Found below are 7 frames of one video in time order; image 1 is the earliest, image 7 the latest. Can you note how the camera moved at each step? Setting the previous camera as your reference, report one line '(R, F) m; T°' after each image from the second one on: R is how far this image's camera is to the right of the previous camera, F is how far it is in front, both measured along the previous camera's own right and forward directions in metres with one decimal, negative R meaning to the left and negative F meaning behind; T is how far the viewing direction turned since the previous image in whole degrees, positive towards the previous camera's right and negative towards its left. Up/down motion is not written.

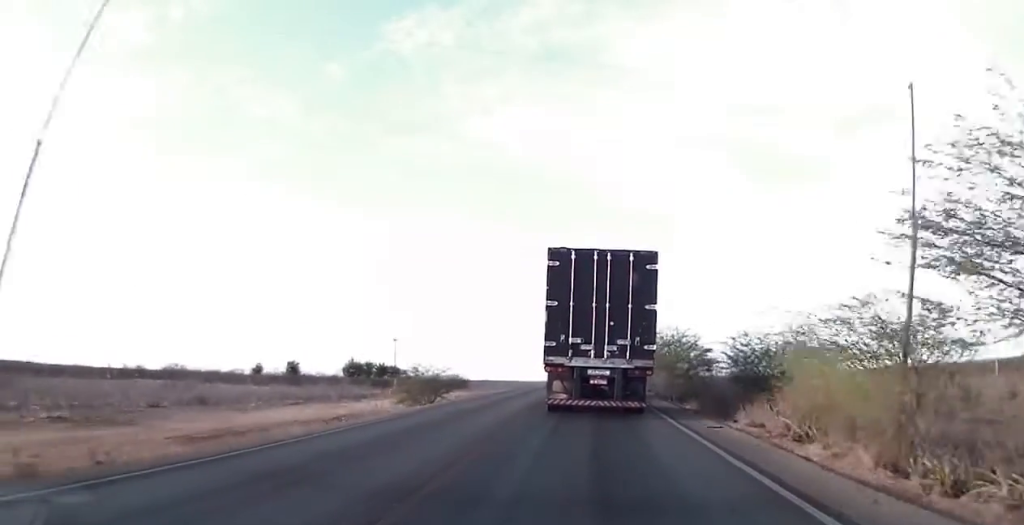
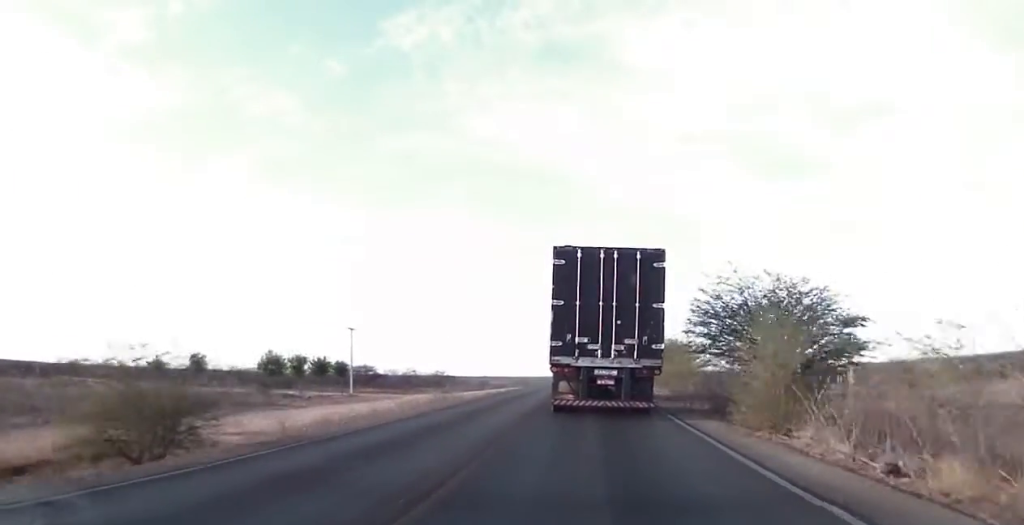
(-0.3, +24.8) m; -1°
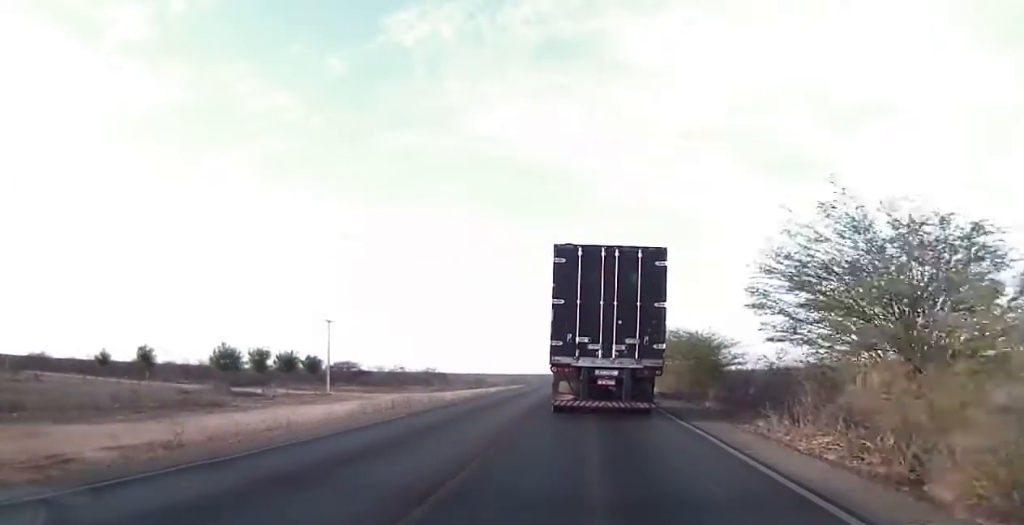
(0.0, +9.0) m; 0°
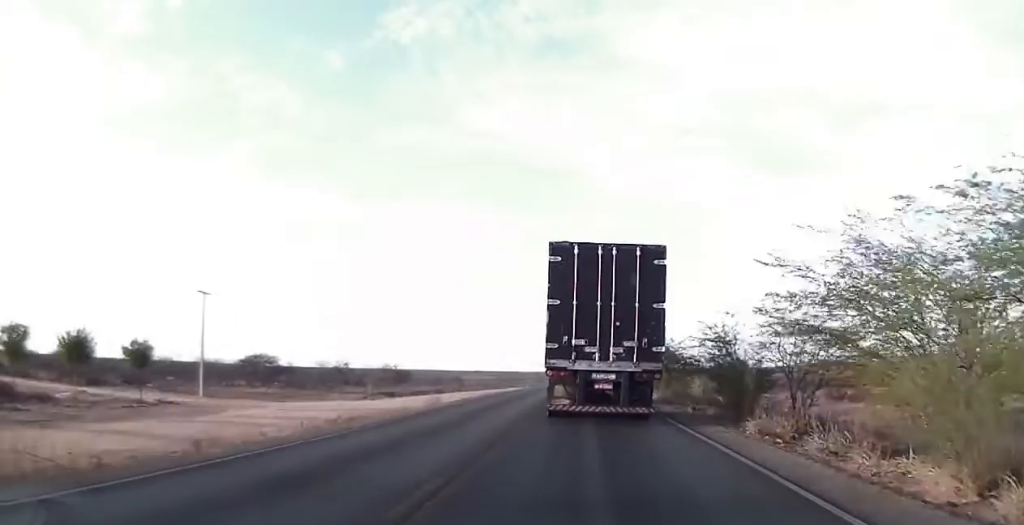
(-0.3, +30.7) m; -1°
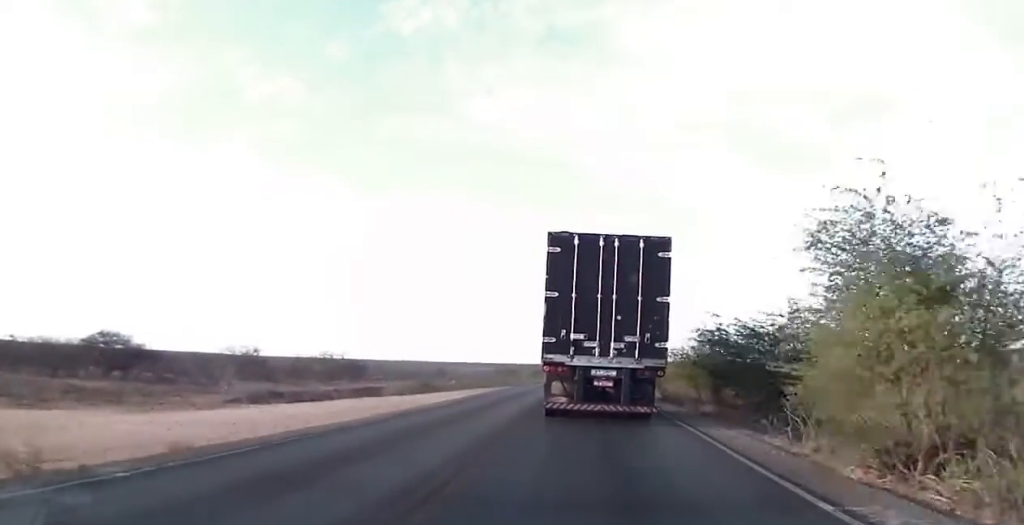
(+0.2, +30.0) m; +2°
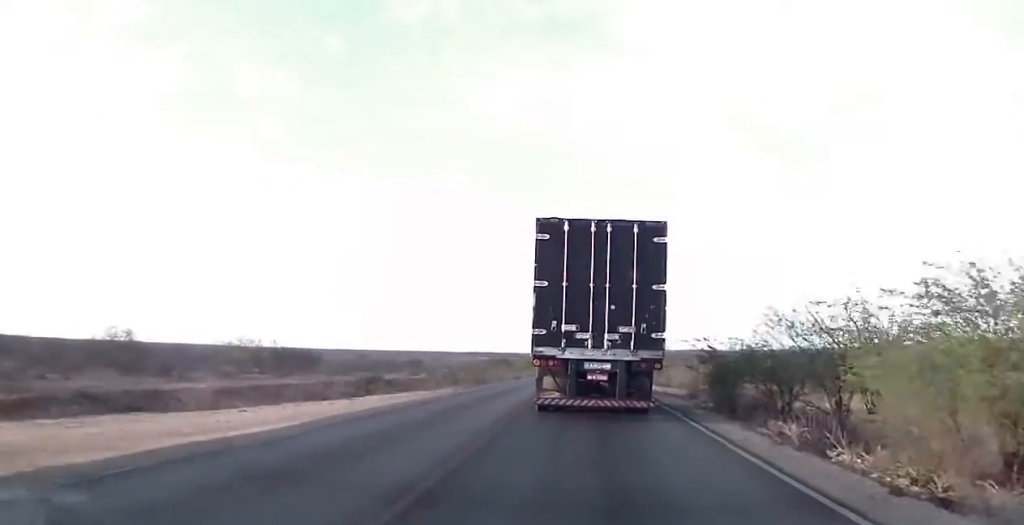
(+0.2, +25.9) m; +1°
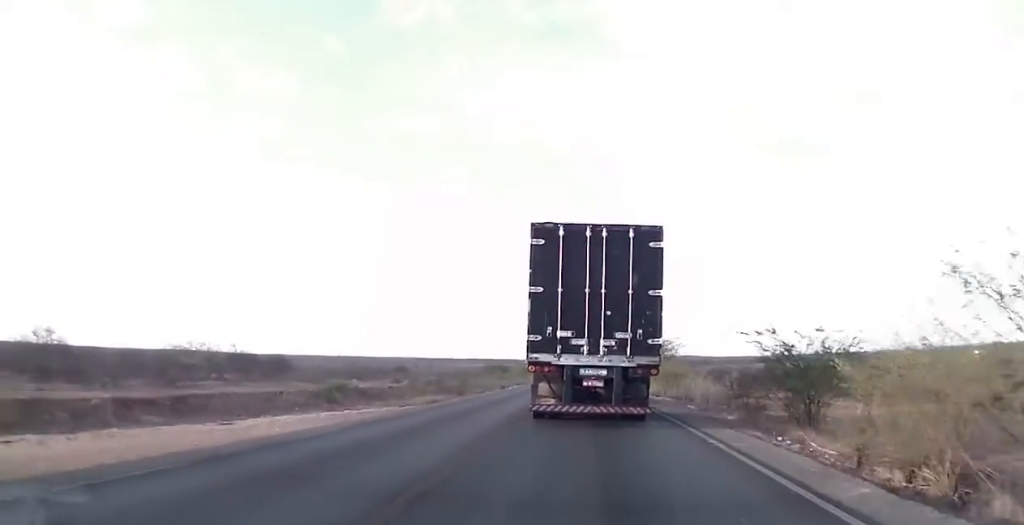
(0.0, +10.4) m; 0°
